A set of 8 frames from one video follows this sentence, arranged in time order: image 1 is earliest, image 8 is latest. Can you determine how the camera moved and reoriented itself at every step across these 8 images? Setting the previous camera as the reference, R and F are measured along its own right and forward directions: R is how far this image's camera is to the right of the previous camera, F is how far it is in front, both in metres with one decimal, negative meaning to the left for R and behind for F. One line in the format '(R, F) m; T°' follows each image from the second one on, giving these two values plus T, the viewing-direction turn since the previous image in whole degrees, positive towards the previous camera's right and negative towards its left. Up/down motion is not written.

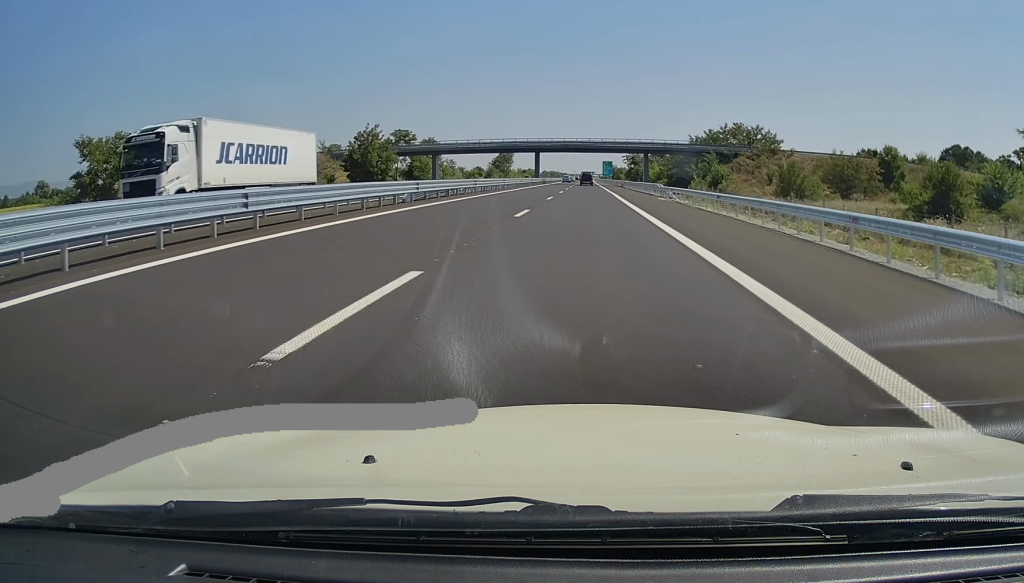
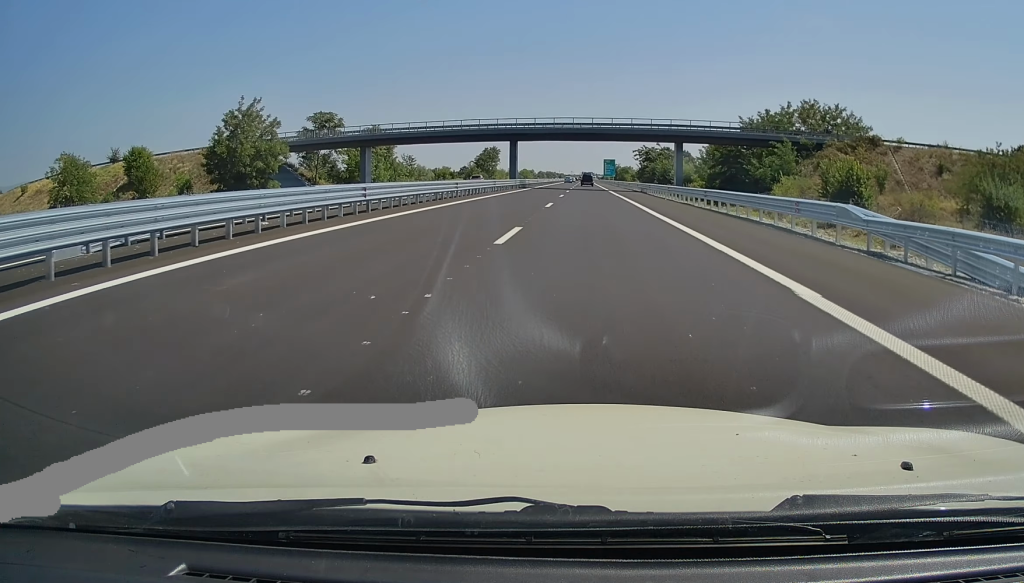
(-0.5, +40.8) m; -1°
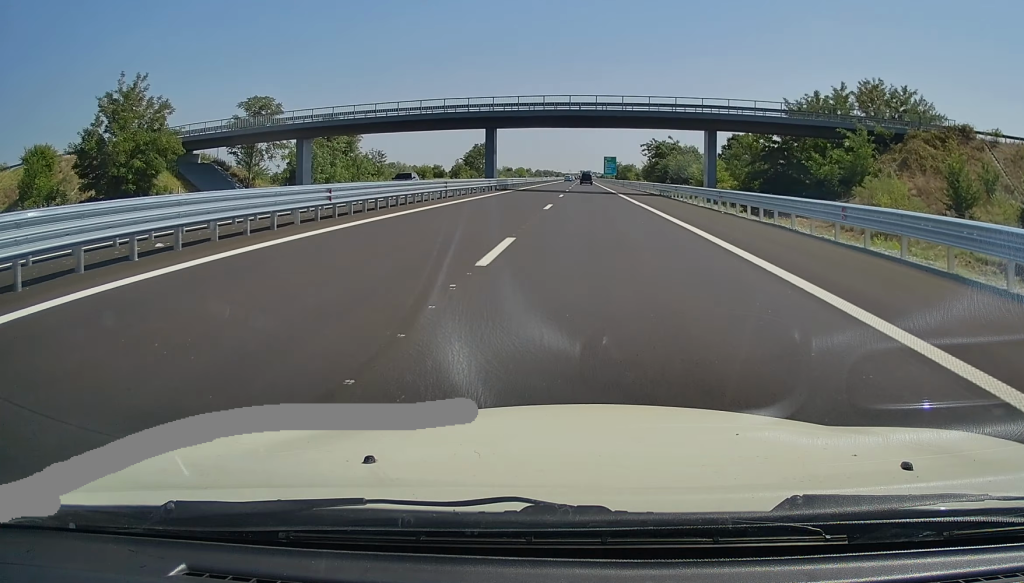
(+0.1, +19.5) m; +1°
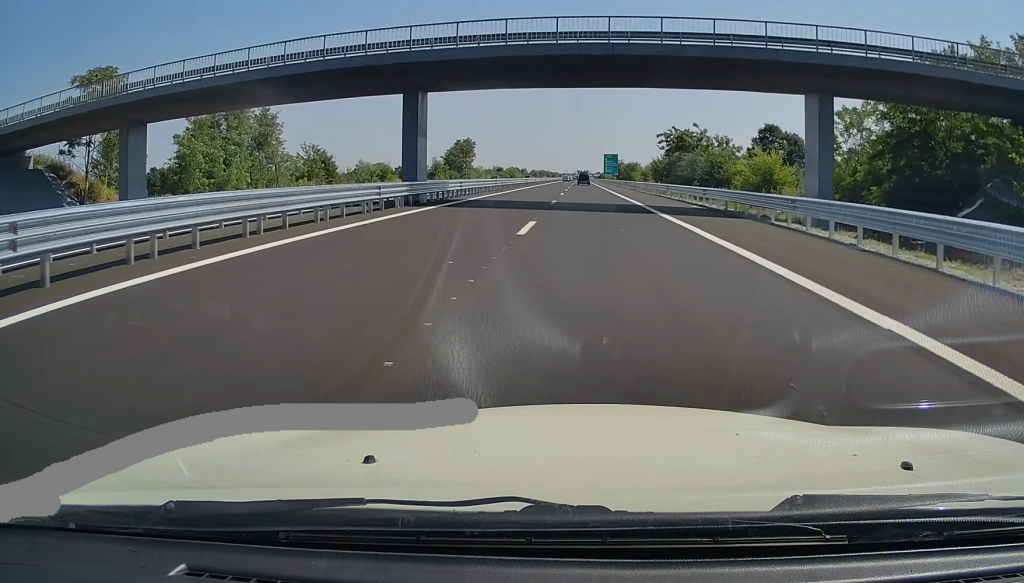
(+0.3, +27.5) m; 0°
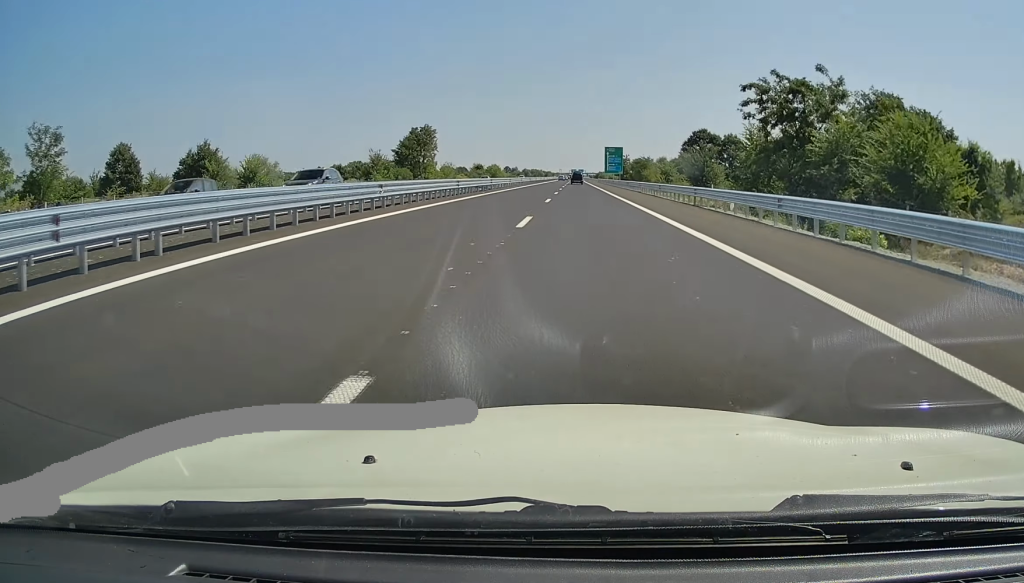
(-0.1, +47.0) m; 0°
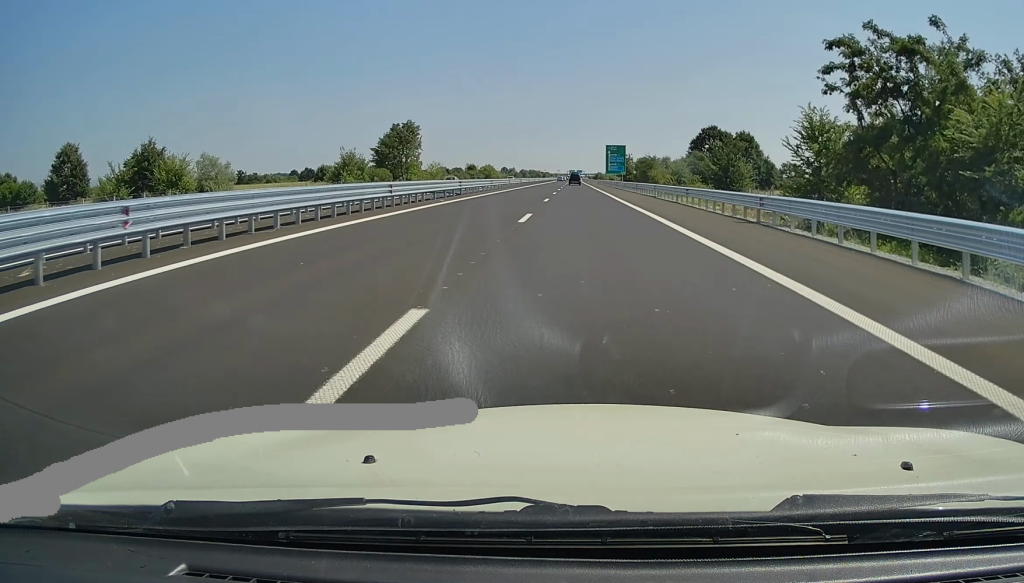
(+0.2, +14.2) m; +1°
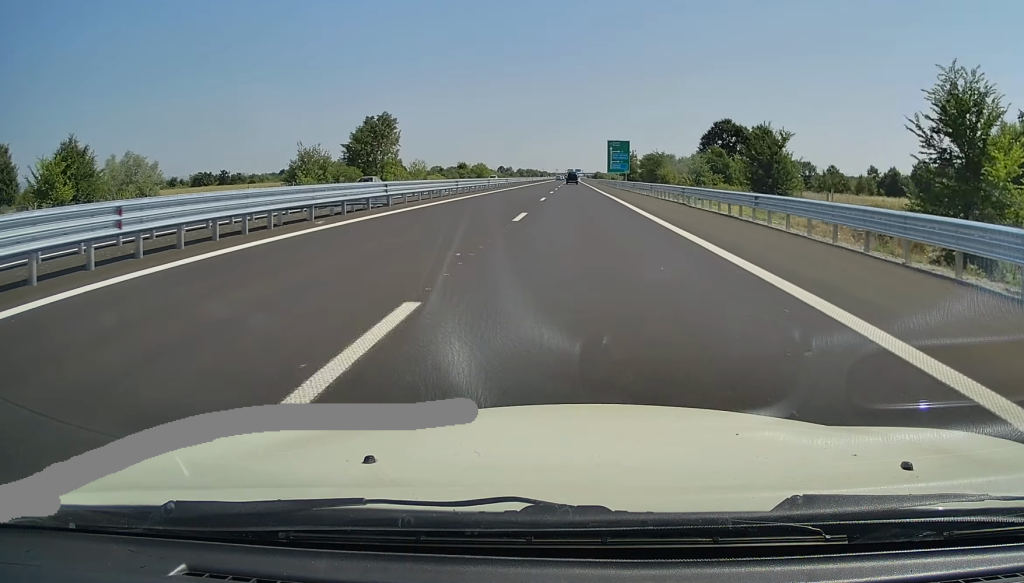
(0.0, +16.0) m; 0°
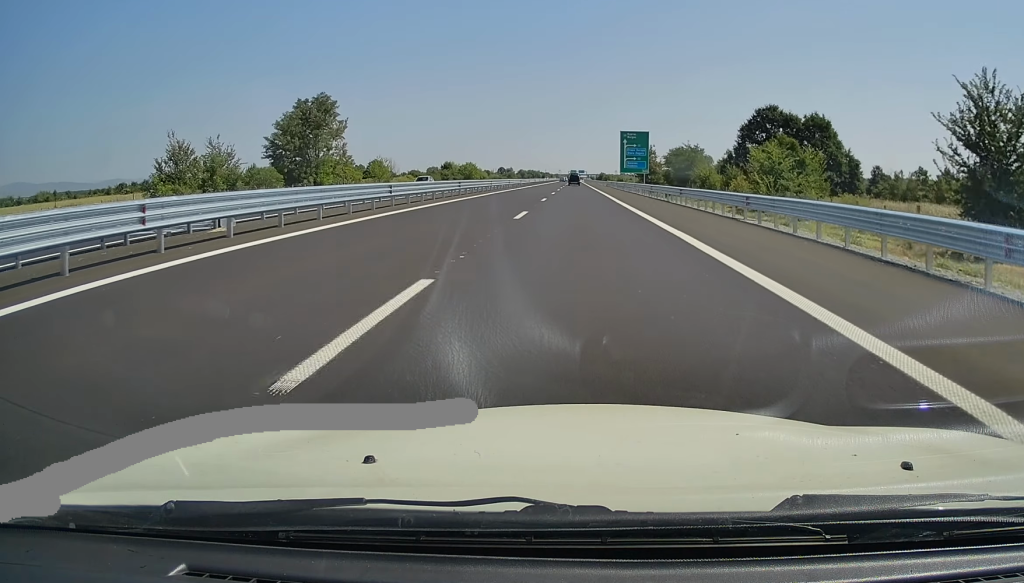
(+0.1, +31.1) m; -1°
